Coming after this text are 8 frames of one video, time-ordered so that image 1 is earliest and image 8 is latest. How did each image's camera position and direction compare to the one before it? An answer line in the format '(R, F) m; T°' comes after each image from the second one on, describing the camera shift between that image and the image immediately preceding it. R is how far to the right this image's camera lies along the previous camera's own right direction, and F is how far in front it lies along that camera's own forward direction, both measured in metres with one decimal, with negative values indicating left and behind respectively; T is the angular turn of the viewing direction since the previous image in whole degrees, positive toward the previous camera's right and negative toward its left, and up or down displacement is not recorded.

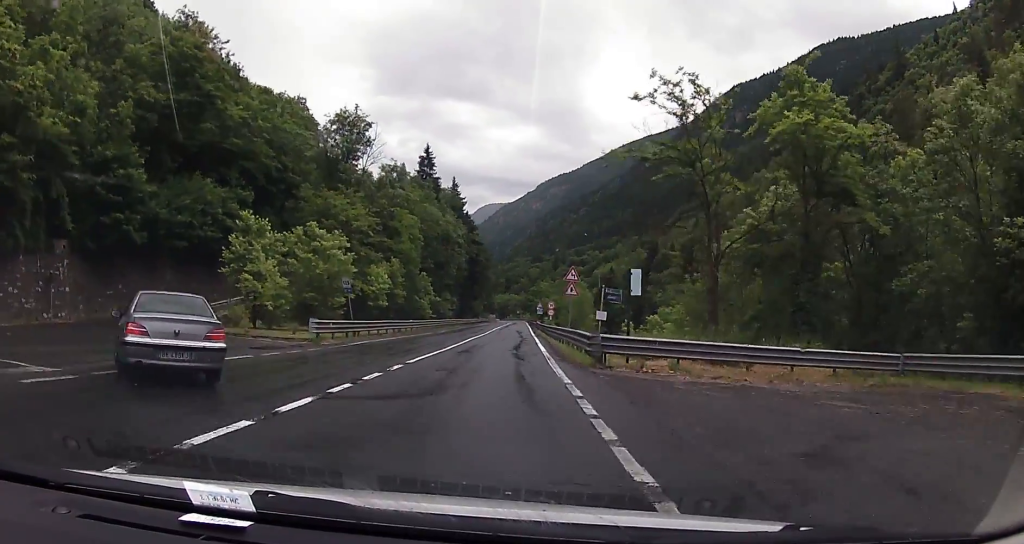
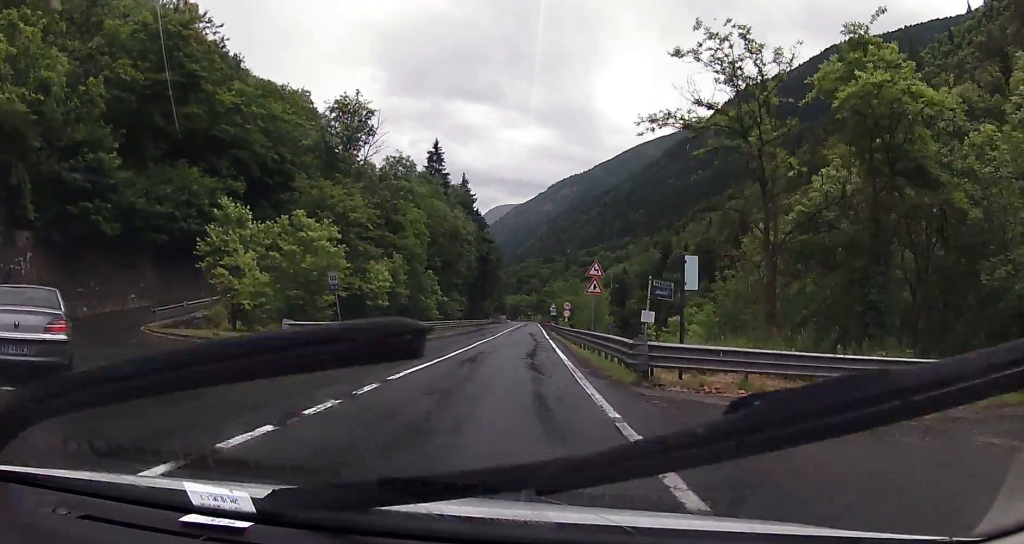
(+0.1, +4.7) m; -1°
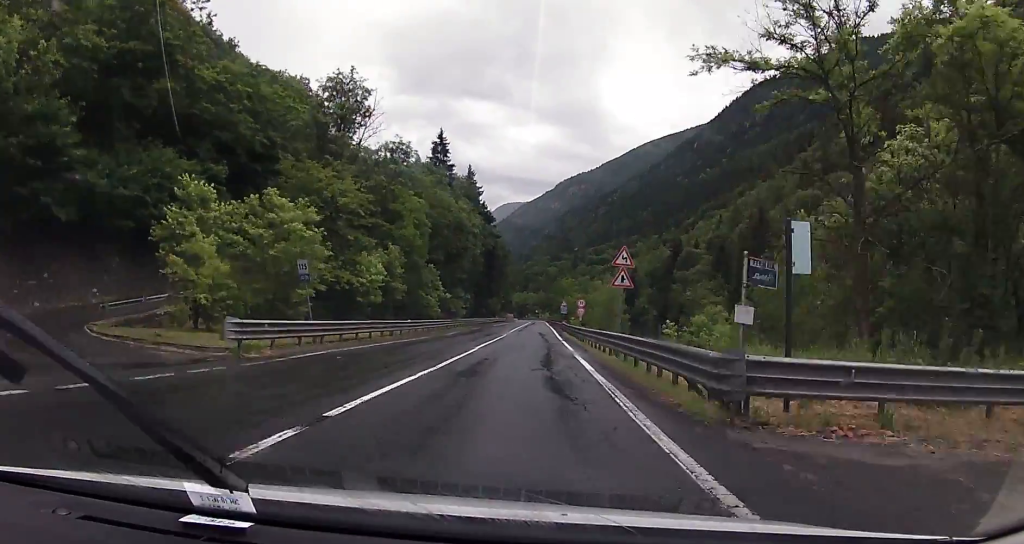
(-0.1, +5.6) m; -1°
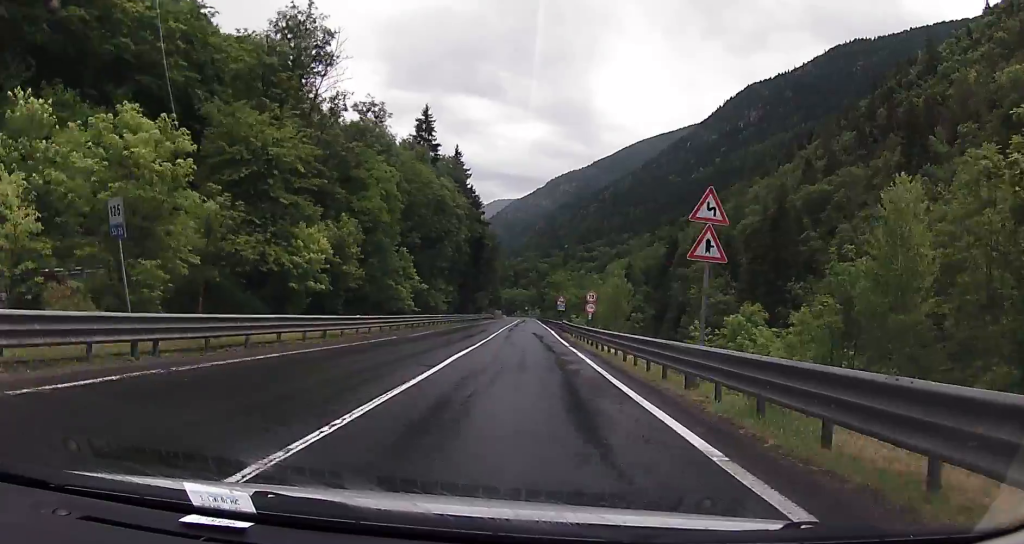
(-0.3, +11.9) m; -1°
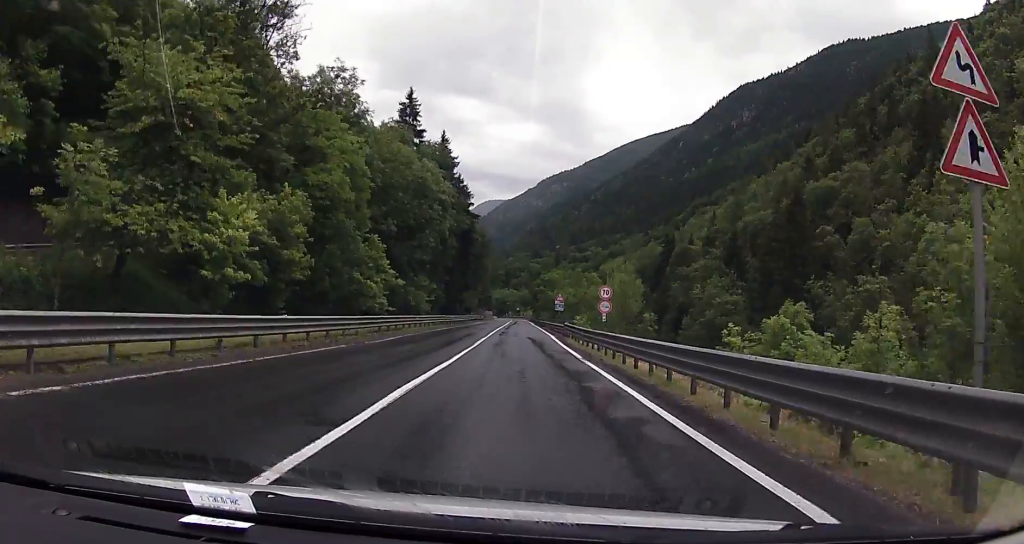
(0.0, +9.0) m; 0°
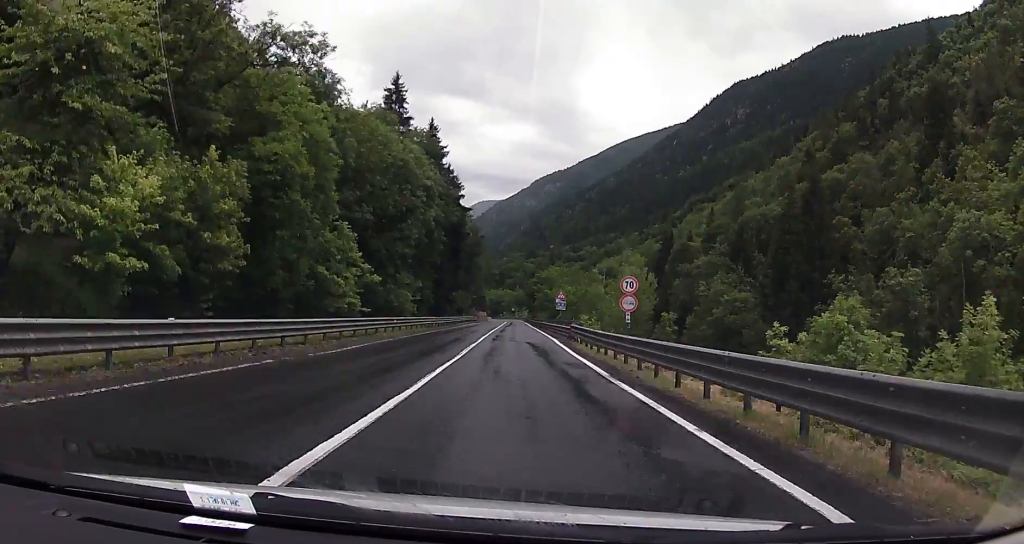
(0.0, +7.3) m; +1°
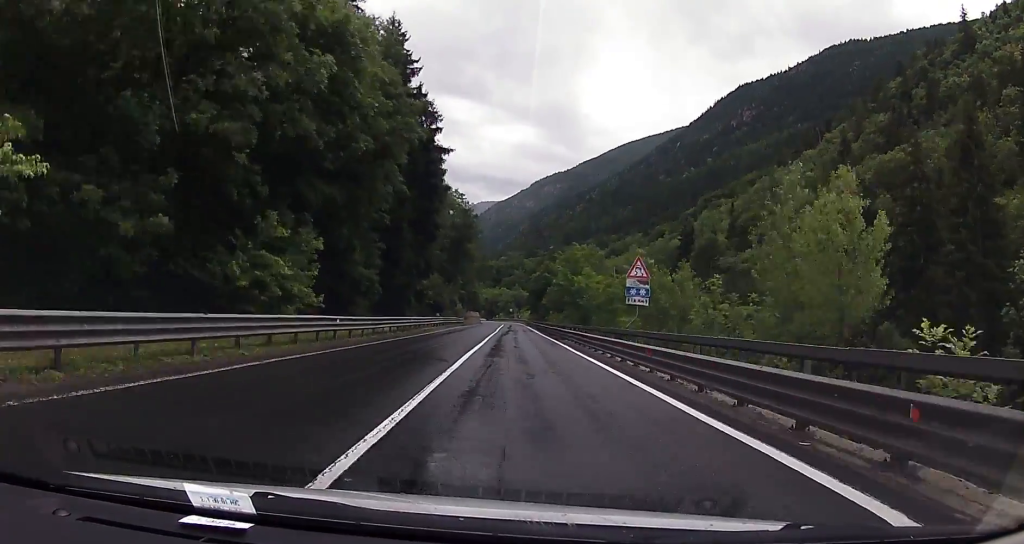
(+0.6, +32.8) m; +1°
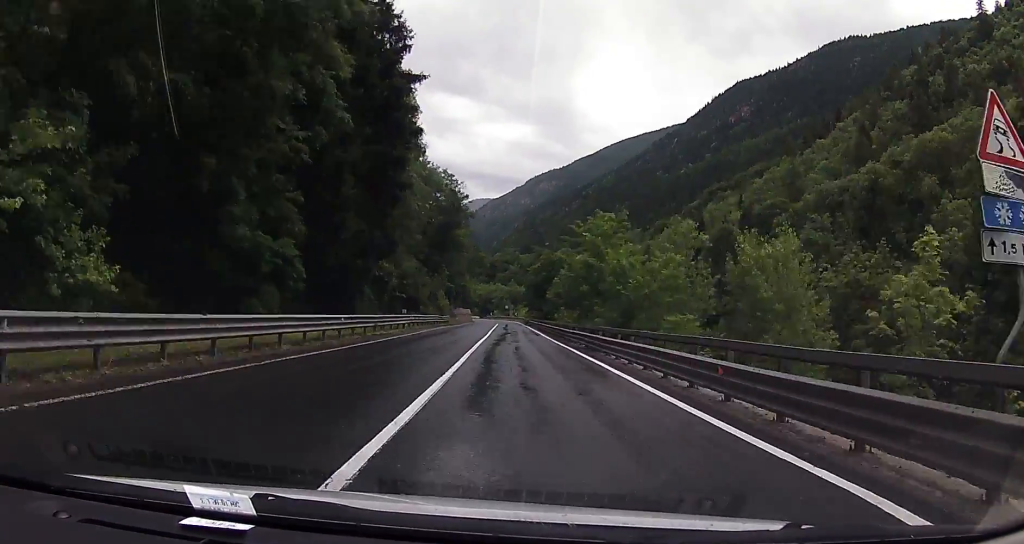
(-0.4, +18.0) m; 0°
